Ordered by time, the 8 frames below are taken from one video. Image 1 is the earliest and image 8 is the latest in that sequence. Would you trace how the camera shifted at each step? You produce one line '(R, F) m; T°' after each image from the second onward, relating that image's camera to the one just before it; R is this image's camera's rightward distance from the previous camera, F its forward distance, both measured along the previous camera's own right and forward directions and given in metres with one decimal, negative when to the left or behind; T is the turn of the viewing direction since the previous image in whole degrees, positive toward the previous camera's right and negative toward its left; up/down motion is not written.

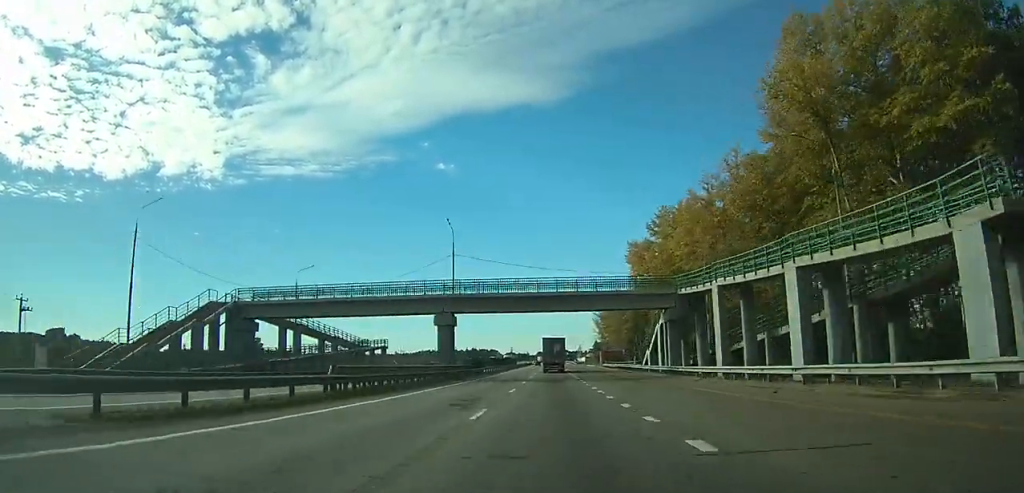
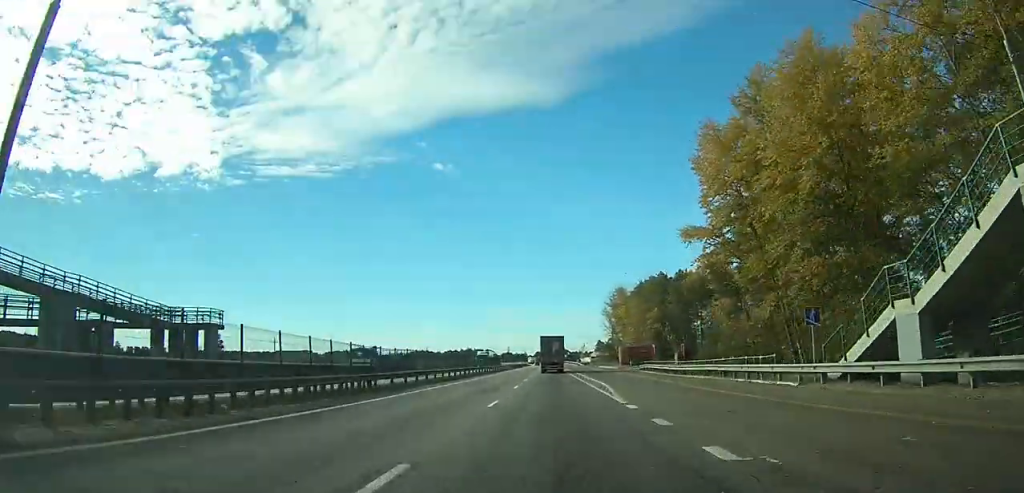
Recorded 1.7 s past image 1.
(+1.8, +44.3) m; +2°
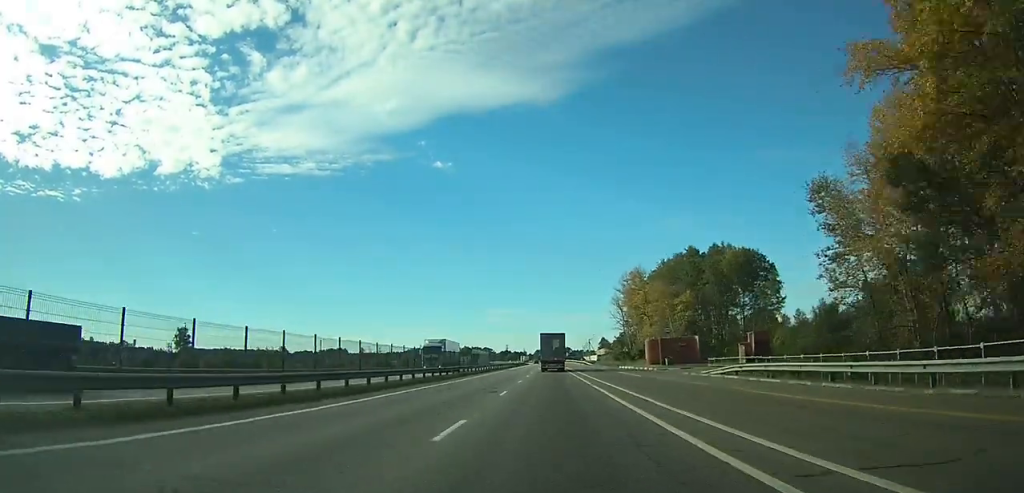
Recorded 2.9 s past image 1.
(0.0, +29.2) m; 0°
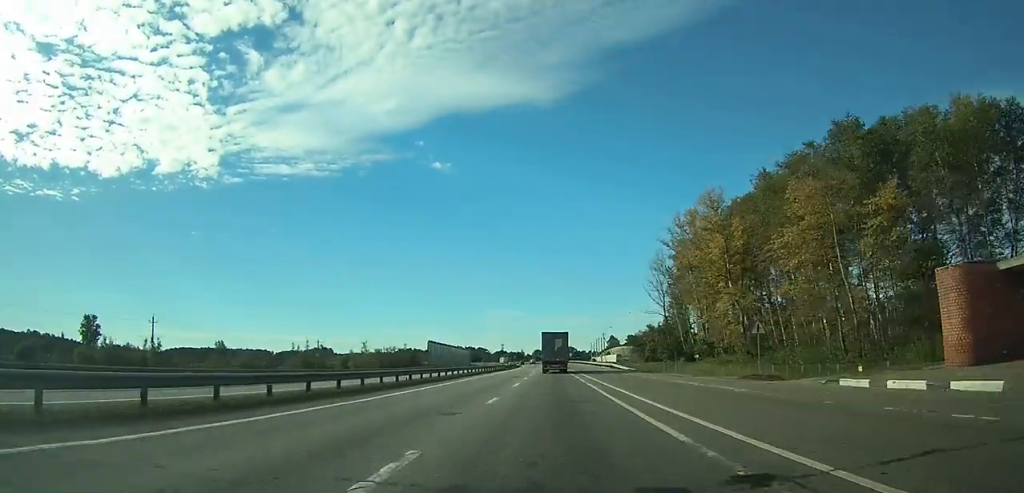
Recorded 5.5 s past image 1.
(-0.1, +62.2) m; 0°
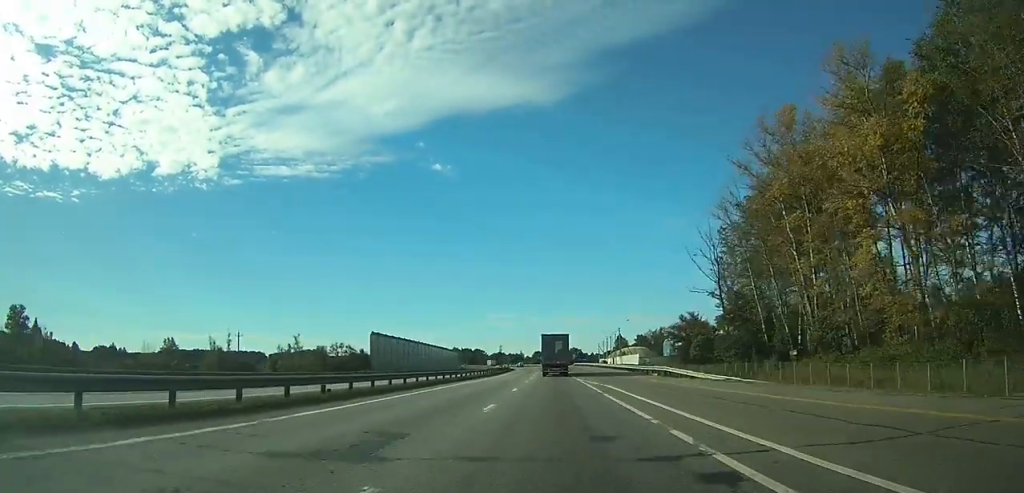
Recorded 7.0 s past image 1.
(0.0, +39.3) m; 0°
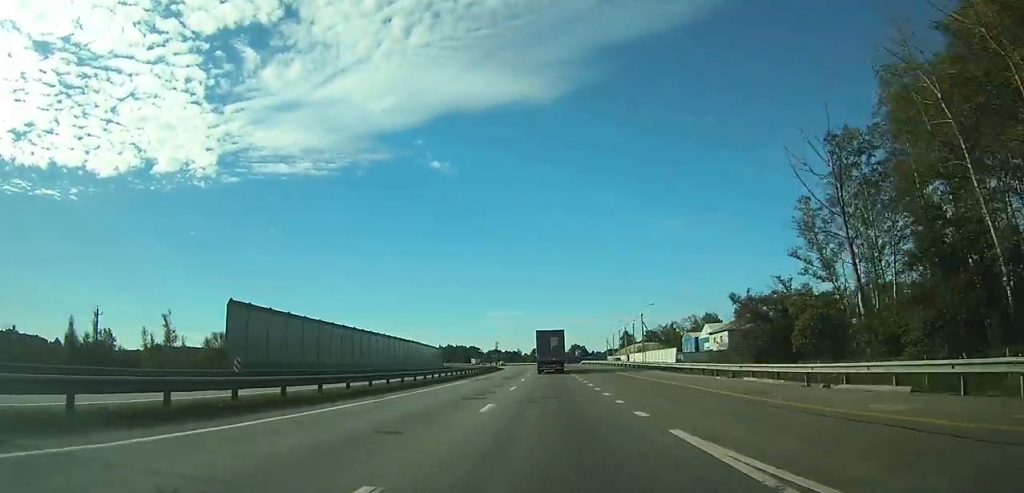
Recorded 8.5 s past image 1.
(0.0, +37.4) m; 0°
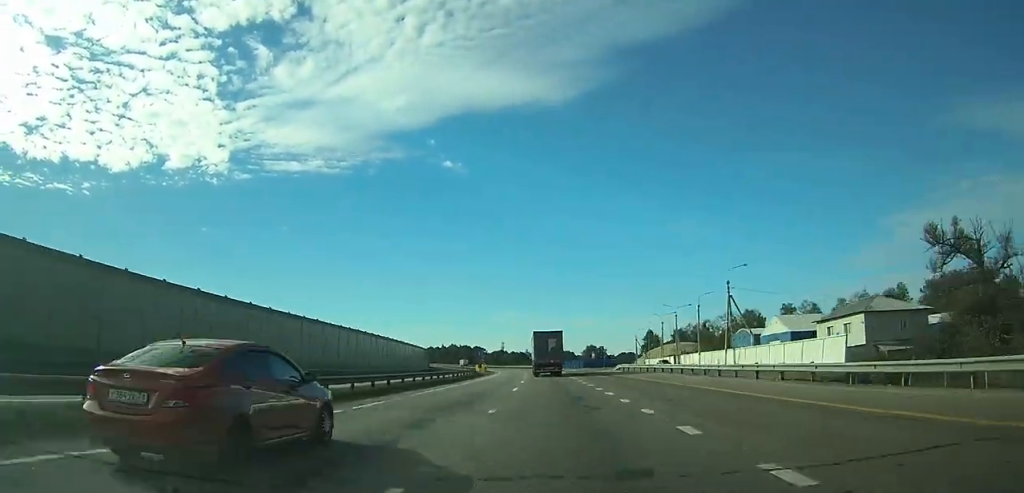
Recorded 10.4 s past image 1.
(-0.2, +47.6) m; -1°
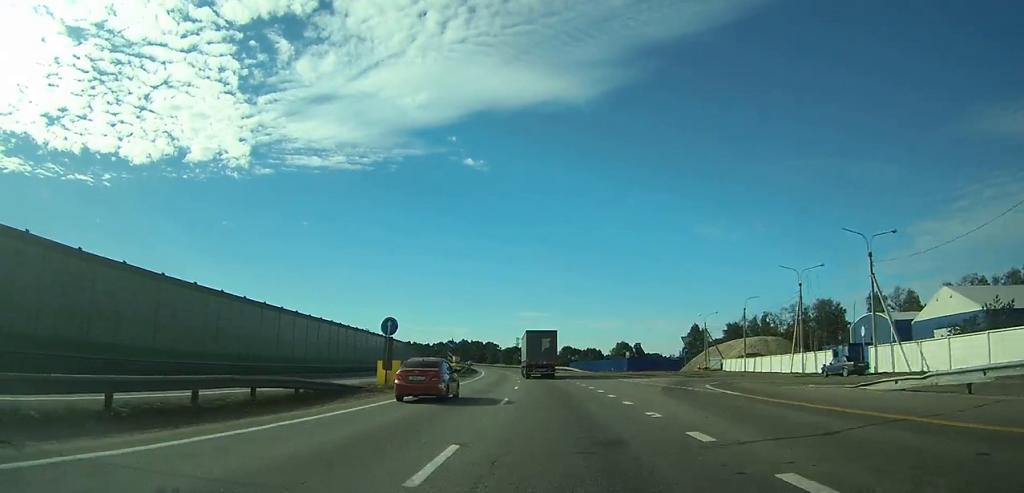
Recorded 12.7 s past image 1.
(-0.6, +54.5) m; -2°
